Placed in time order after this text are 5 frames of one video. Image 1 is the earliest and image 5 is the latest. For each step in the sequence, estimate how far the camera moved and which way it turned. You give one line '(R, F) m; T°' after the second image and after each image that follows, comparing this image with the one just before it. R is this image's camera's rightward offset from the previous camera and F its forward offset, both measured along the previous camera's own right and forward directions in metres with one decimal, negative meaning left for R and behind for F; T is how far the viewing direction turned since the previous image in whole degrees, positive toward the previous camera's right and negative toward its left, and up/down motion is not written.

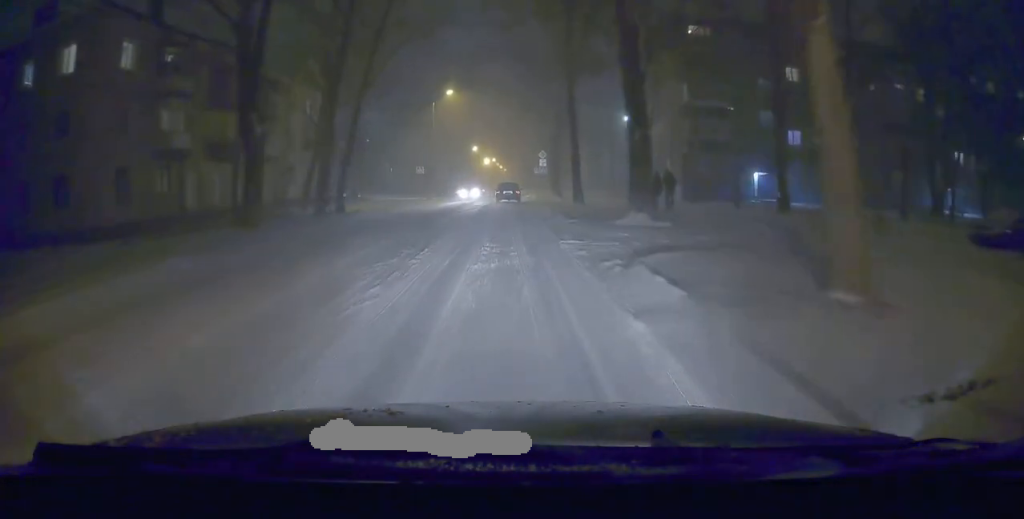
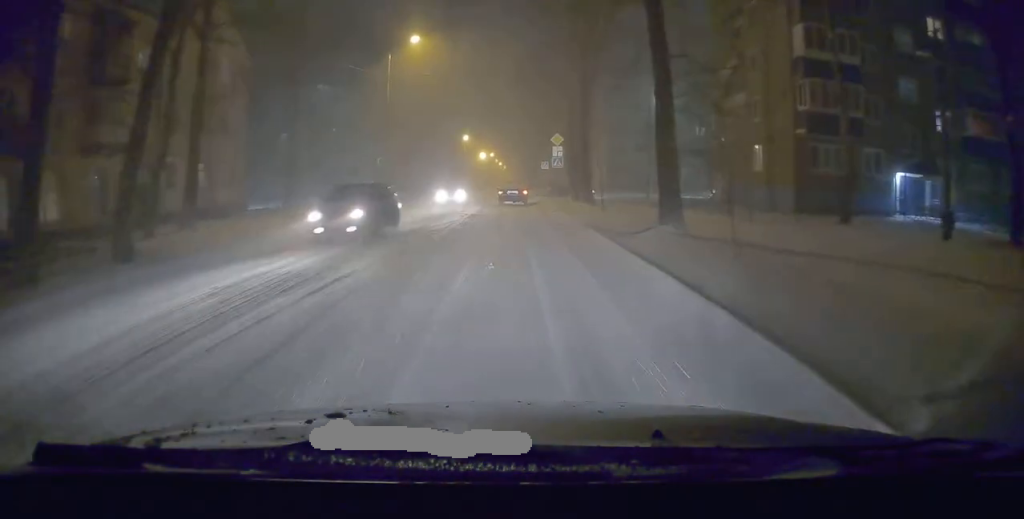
(-0.5, +19.7) m; -3°
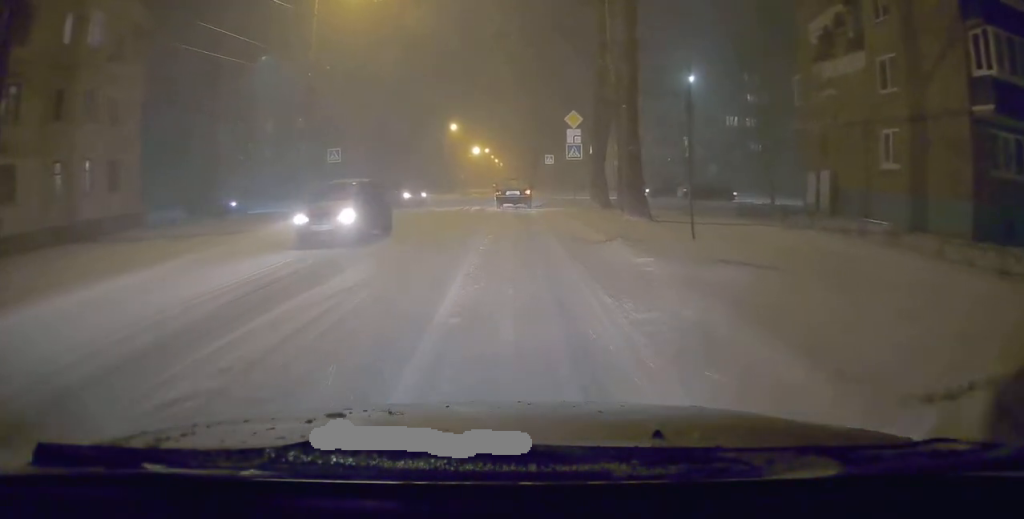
(-0.2, +13.1) m; -1°
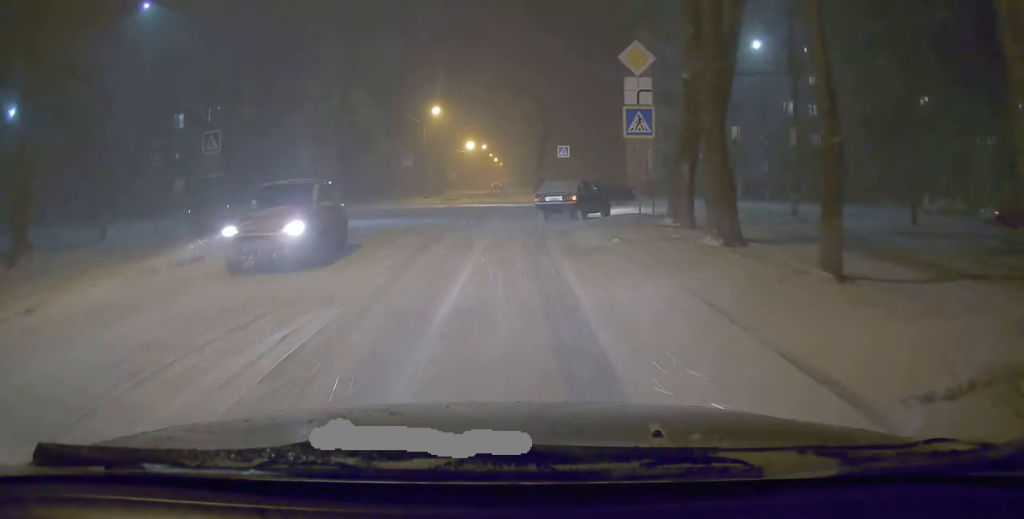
(-0.2, +15.3) m; 0°
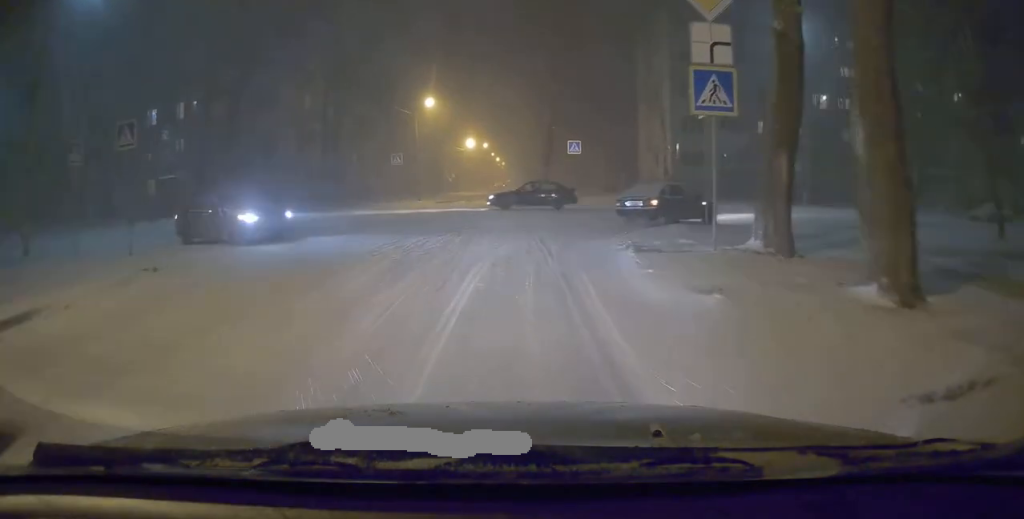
(+0.2, +5.4) m; +2°
